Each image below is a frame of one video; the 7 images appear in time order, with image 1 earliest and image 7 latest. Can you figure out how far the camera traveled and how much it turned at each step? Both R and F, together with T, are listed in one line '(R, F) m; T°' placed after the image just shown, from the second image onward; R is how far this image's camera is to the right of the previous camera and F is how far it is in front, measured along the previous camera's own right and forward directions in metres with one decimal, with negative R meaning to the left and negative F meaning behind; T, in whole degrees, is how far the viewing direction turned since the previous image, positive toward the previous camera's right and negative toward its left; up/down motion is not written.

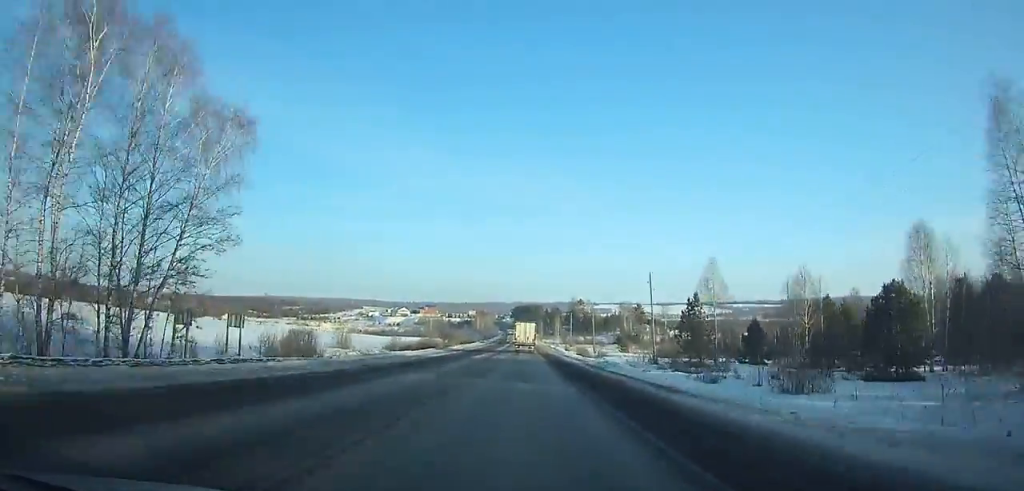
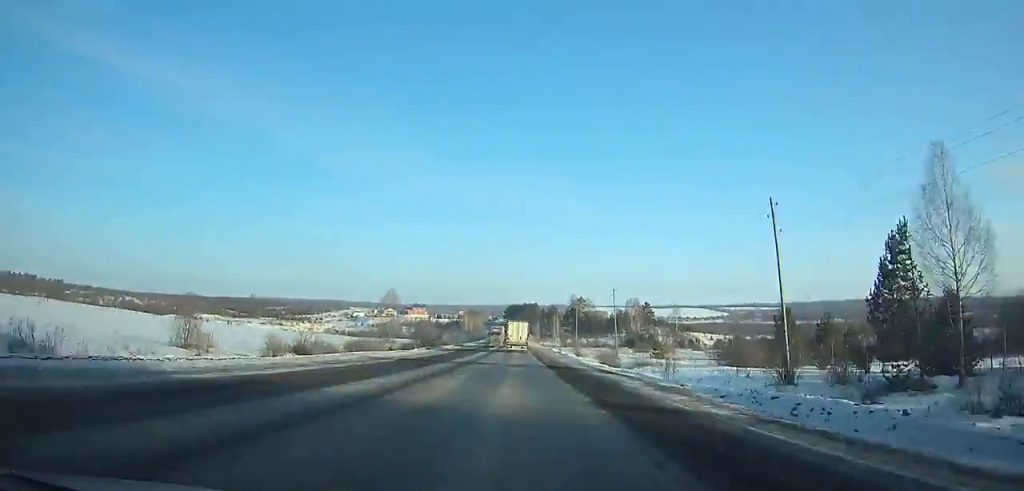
(0.0, +38.7) m; 0°
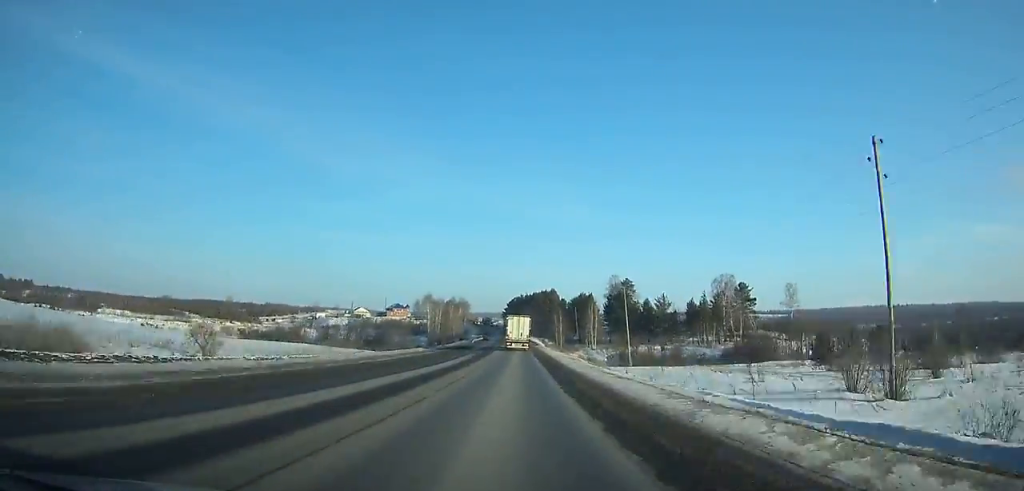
(-0.8, +127.3) m; -1°
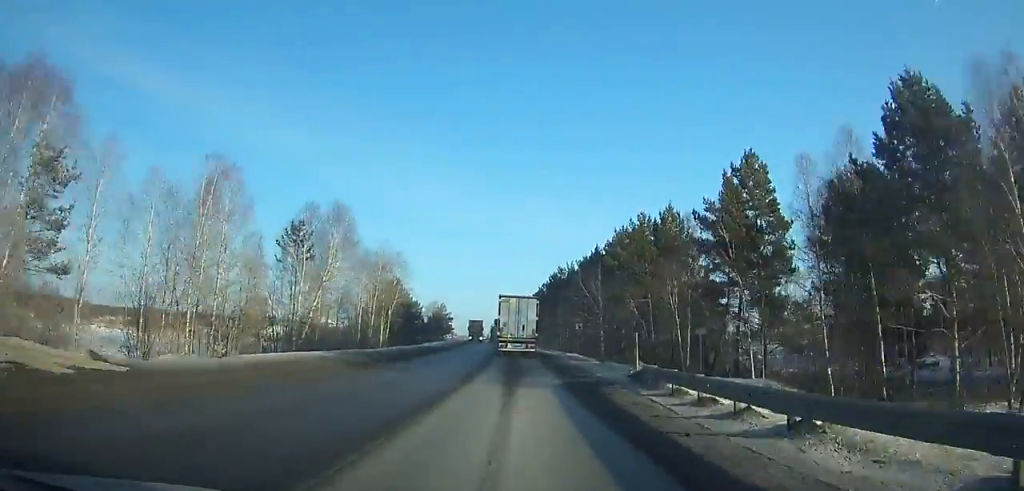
(-2.8, +131.0) m; -3°
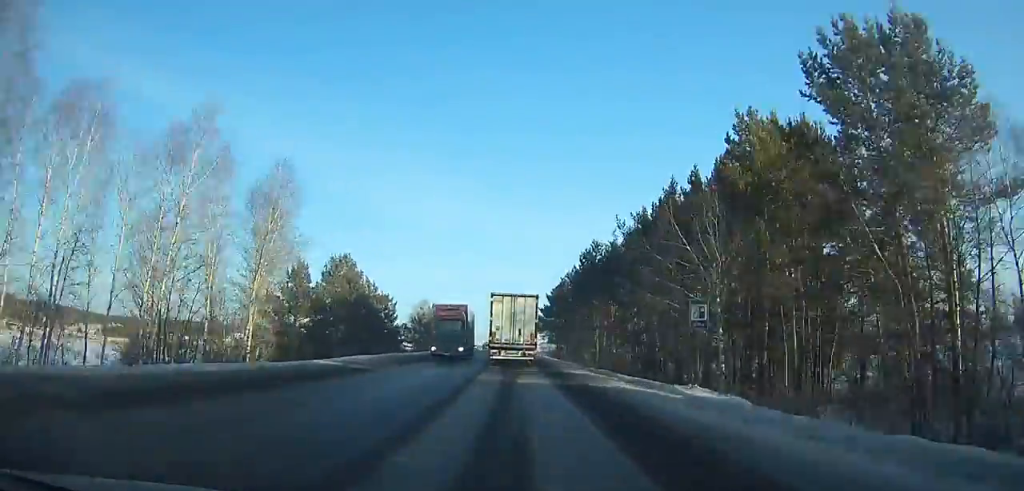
(-0.2, +33.6) m; -1°
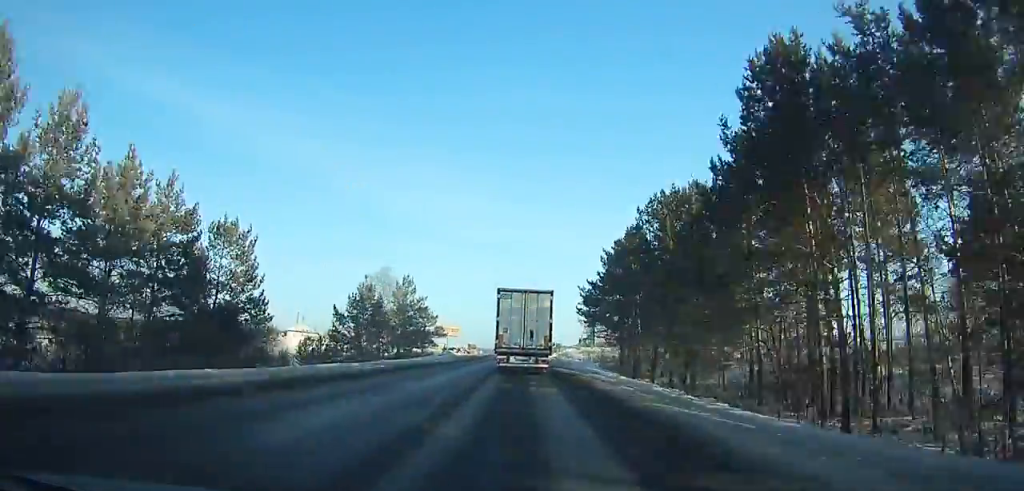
(-1.1, +48.7) m; -1°
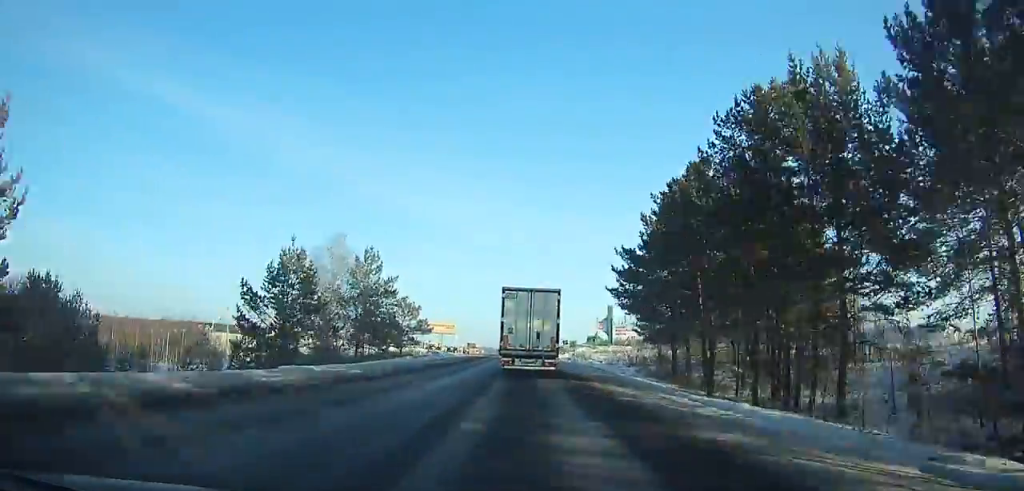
(-0.1, +18.6) m; 0°
